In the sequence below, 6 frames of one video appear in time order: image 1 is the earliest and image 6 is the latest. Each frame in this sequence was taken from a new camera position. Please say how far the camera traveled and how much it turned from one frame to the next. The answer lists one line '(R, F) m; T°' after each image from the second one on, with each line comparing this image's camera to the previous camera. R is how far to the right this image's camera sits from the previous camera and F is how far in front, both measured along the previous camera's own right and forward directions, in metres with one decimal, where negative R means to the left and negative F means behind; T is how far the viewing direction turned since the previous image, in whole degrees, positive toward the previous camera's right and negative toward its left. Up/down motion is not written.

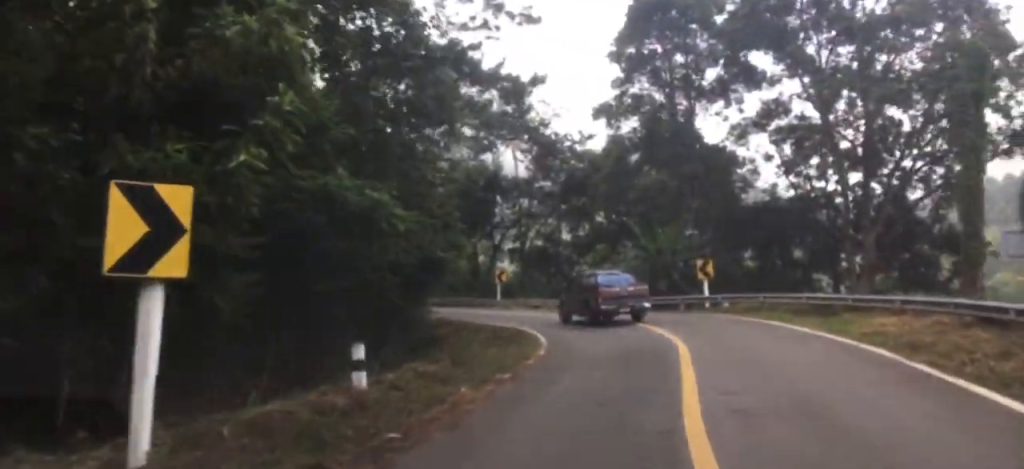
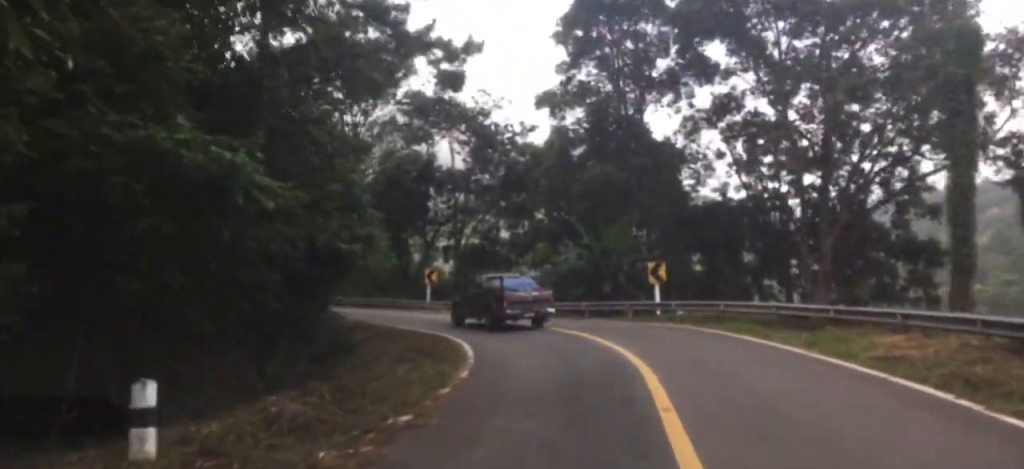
(+0.9, +5.0) m; +10°
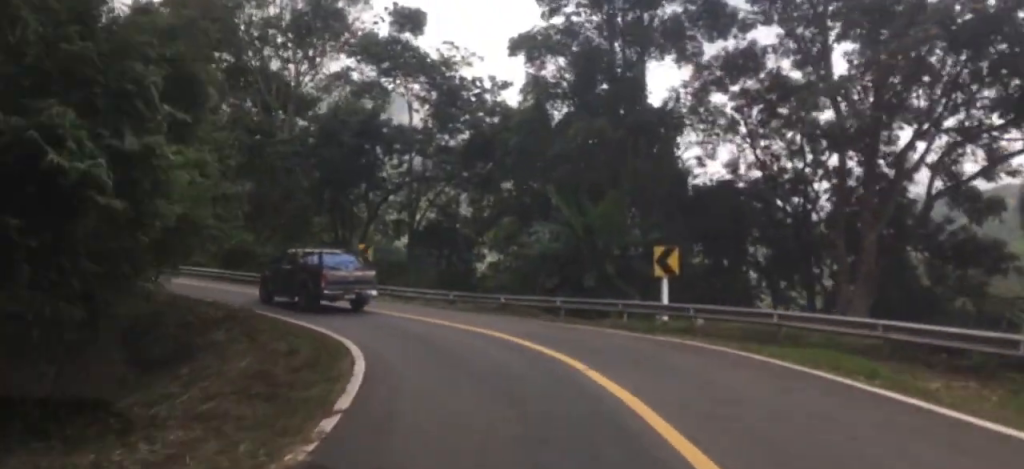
(+2.3, +10.9) m; +13°
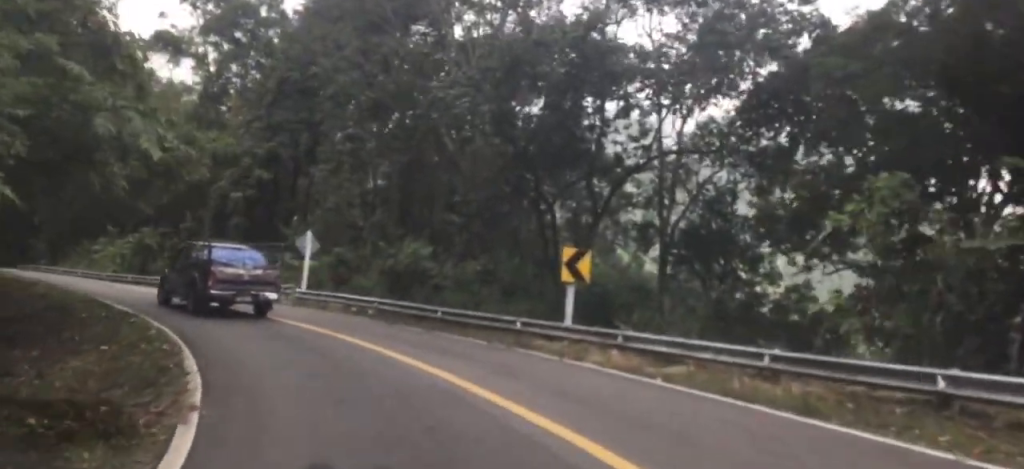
(-2.0, +19.5) m; -16°
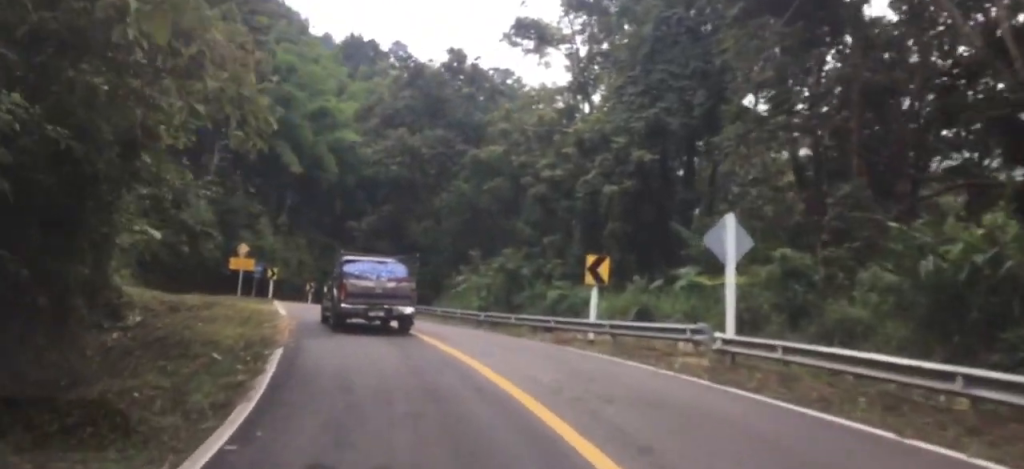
(-1.7, +19.3) m; -16°
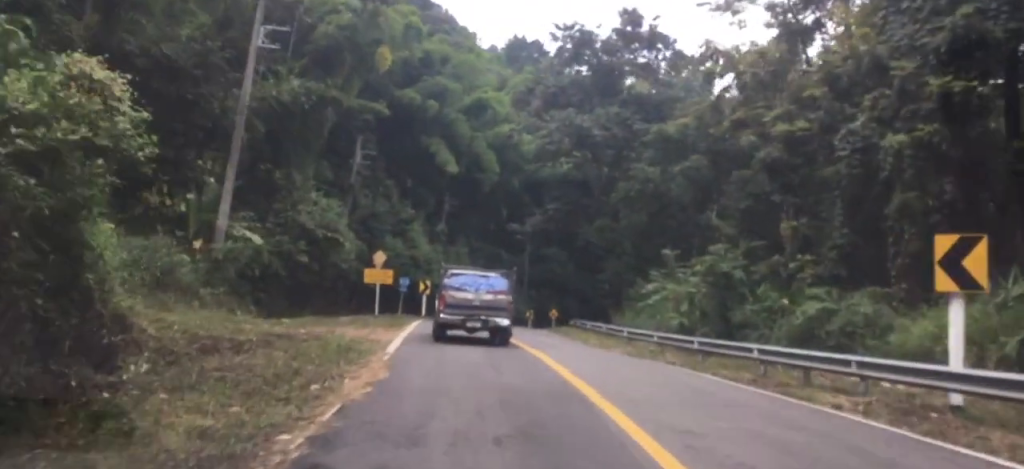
(-2.7, +14.4) m; -21°
